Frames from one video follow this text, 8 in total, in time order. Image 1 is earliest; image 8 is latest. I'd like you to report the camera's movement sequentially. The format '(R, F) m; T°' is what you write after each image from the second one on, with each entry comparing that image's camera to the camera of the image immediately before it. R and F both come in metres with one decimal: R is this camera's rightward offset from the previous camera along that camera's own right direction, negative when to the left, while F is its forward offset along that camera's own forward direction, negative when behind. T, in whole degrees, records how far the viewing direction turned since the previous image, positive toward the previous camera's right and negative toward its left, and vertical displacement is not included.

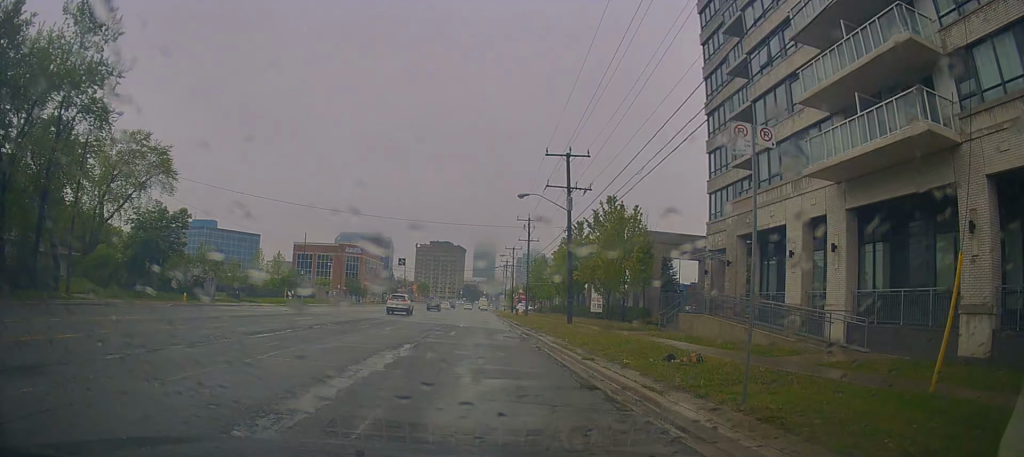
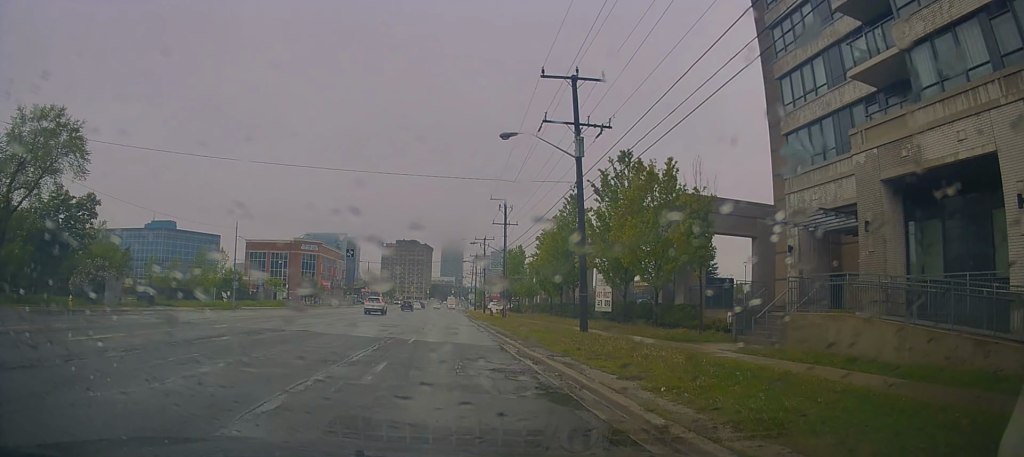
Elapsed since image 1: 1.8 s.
(0.0, +9.7) m; +1°
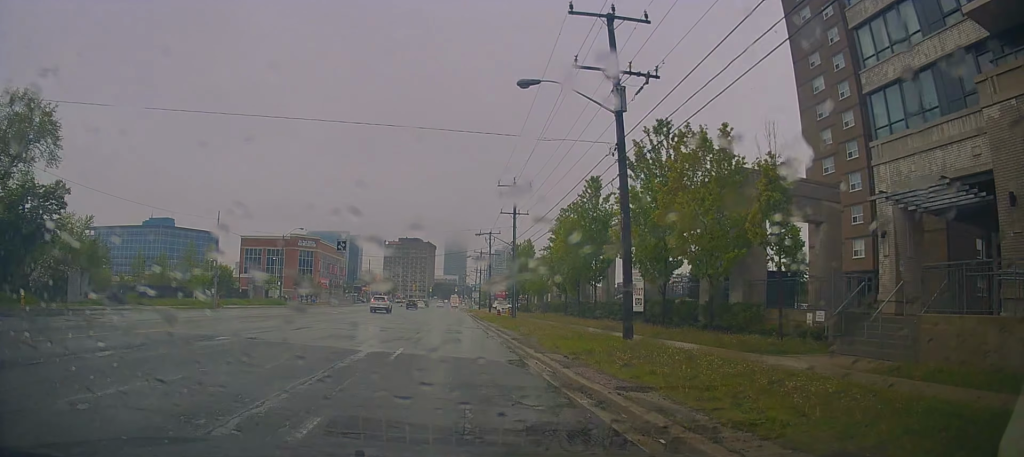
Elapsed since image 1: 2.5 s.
(+0.1, +4.7) m; +1°
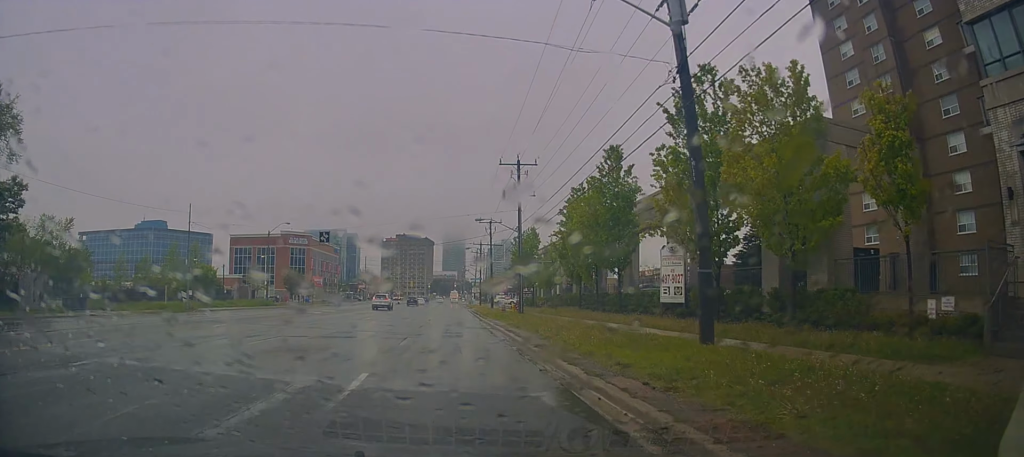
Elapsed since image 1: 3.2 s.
(+0.2, +4.6) m; 0°
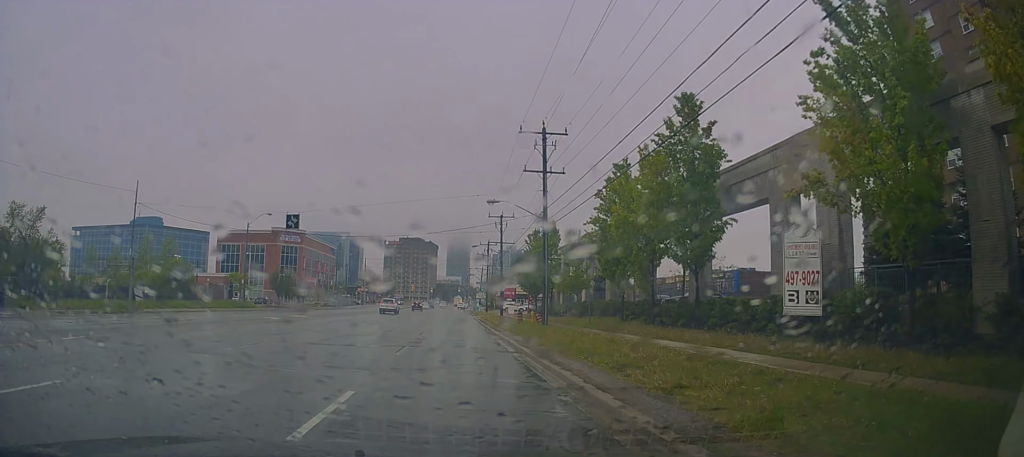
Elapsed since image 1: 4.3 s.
(-0.3, +9.3) m; 0°
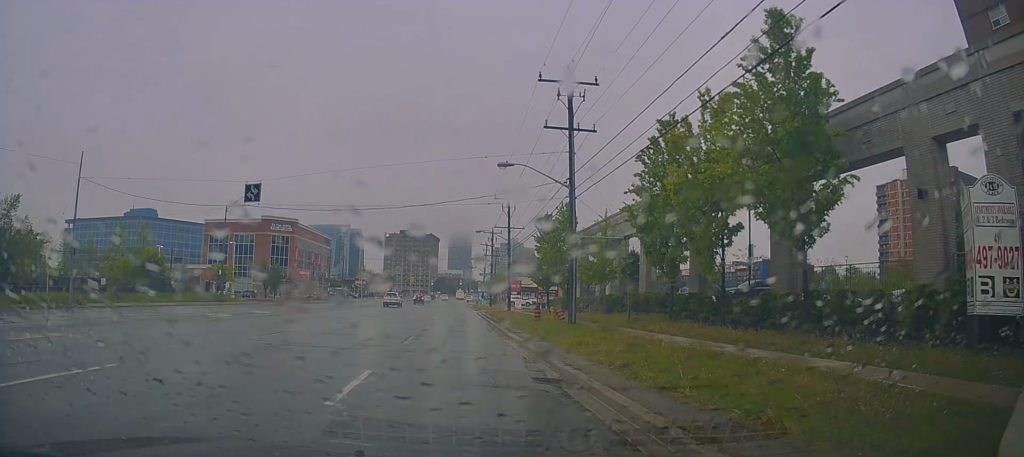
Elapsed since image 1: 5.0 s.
(+0.2, +7.0) m; +1°
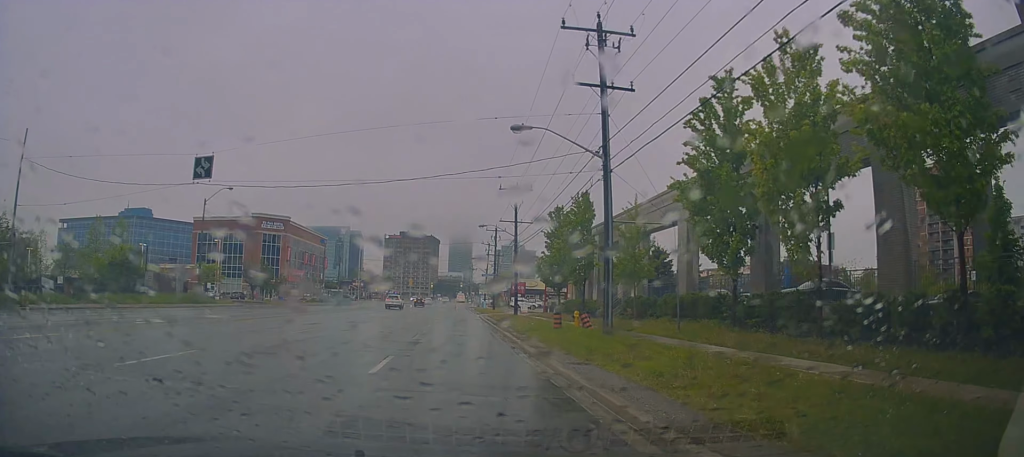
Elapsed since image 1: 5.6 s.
(0.0, +5.6) m; 0°
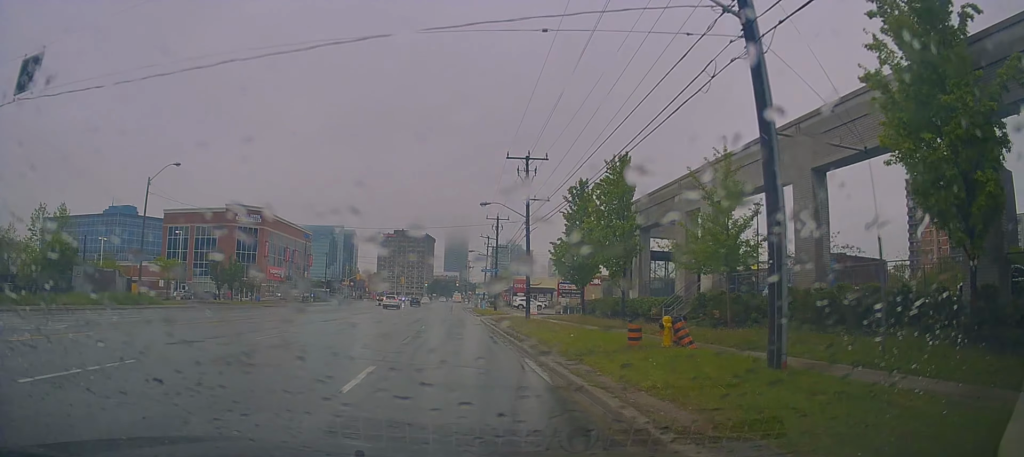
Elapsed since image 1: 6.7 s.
(+0.1, +10.7) m; -1°
